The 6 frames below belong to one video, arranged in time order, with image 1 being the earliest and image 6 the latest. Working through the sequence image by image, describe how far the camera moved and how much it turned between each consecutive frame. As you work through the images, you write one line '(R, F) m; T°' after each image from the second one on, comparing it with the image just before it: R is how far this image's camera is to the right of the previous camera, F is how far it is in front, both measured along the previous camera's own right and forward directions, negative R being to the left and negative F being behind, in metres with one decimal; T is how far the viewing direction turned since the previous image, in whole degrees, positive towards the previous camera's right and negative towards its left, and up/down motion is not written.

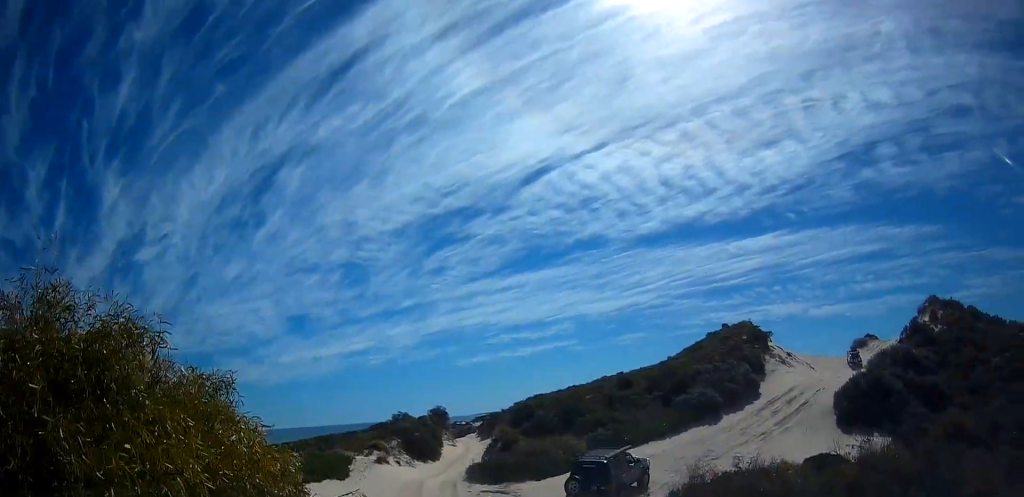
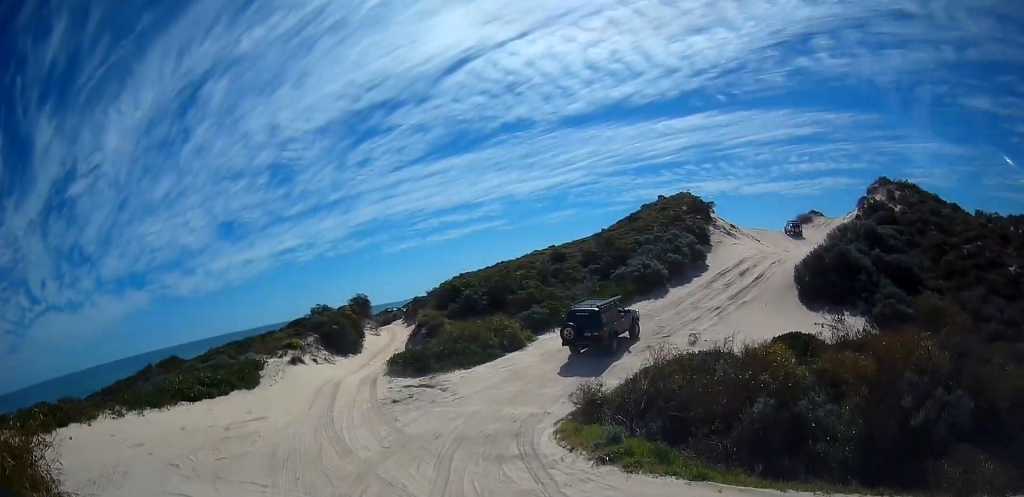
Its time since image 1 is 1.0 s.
(+0.4, +3.2) m; +4°
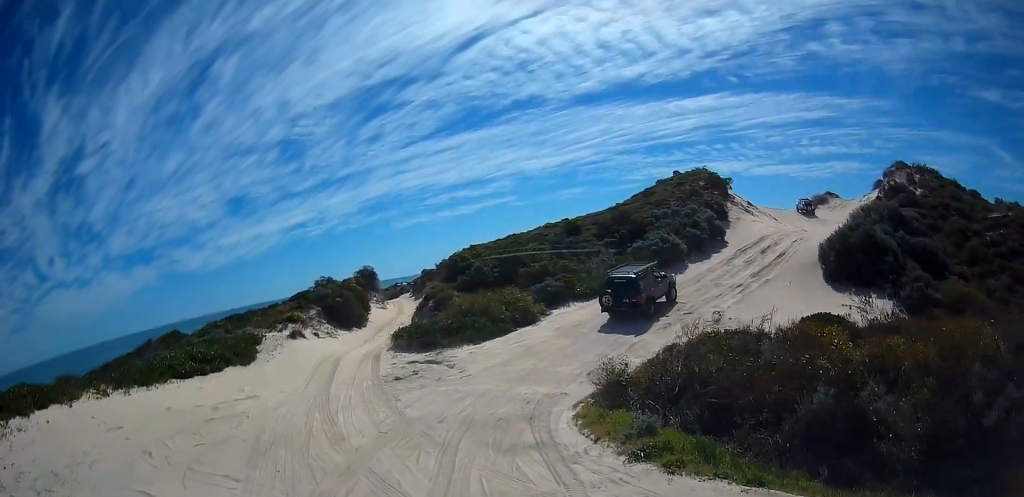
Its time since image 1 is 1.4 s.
(+0.1, +1.5) m; 0°
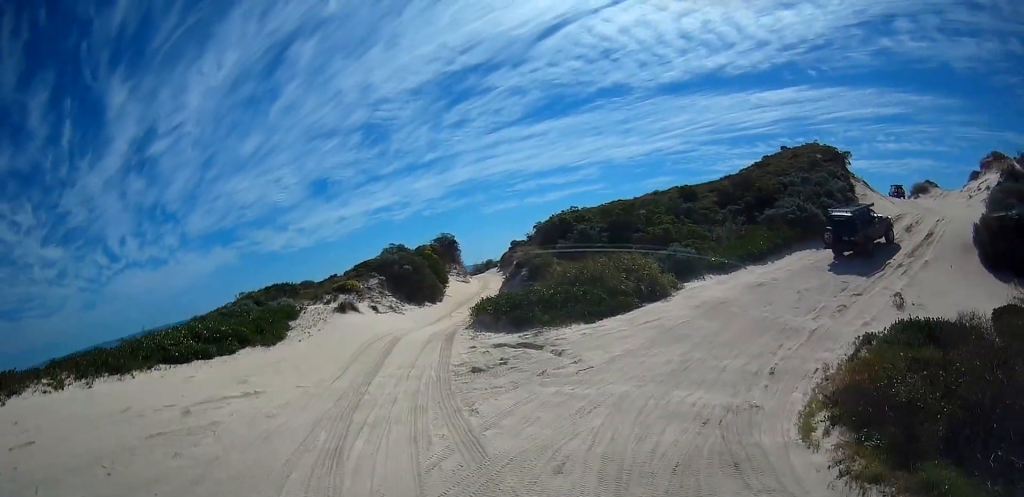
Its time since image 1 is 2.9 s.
(-0.7, +6.4) m; -4°
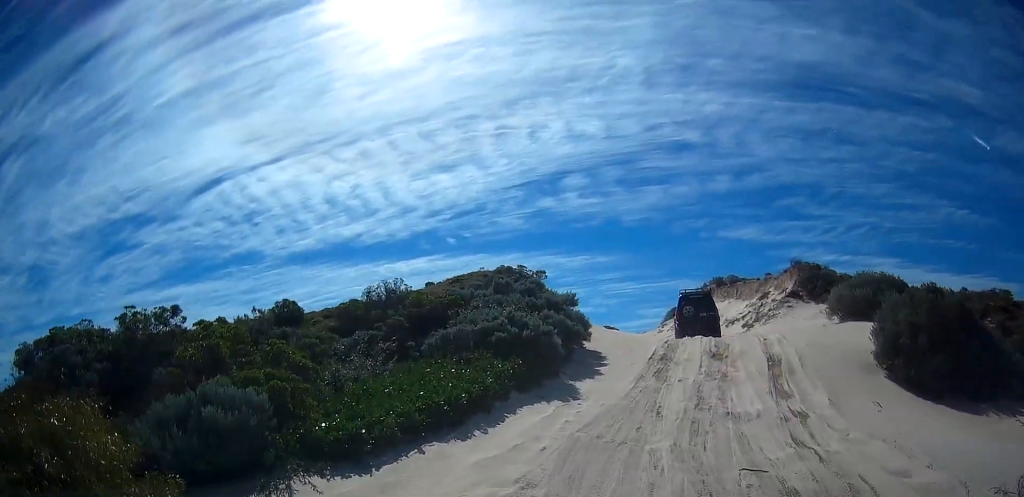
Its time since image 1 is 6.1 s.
(+3.7, +13.6) m; +46°
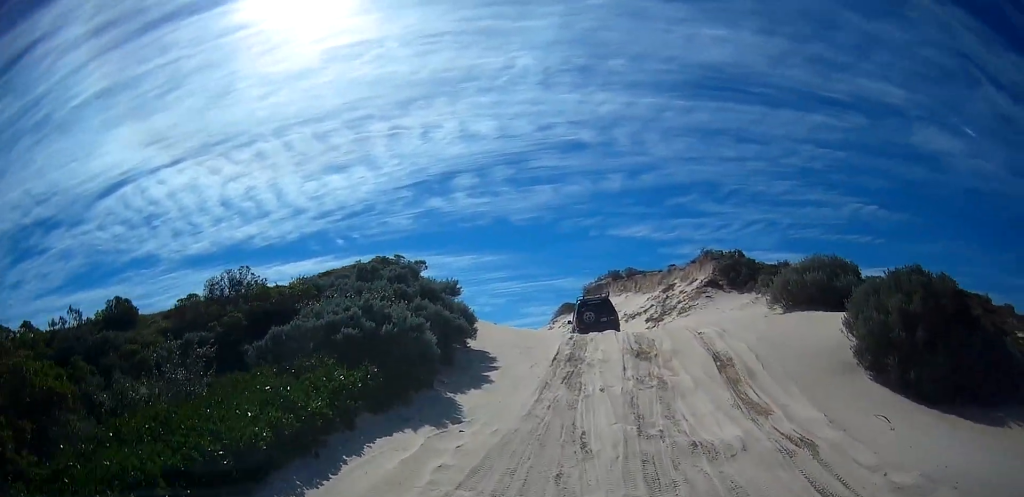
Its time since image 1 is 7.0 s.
(+0.4, +4.2) m; +4°
